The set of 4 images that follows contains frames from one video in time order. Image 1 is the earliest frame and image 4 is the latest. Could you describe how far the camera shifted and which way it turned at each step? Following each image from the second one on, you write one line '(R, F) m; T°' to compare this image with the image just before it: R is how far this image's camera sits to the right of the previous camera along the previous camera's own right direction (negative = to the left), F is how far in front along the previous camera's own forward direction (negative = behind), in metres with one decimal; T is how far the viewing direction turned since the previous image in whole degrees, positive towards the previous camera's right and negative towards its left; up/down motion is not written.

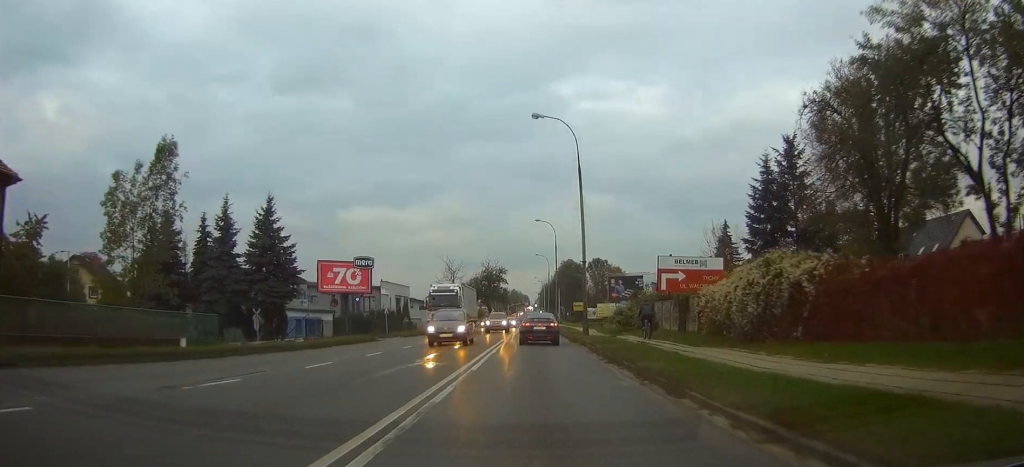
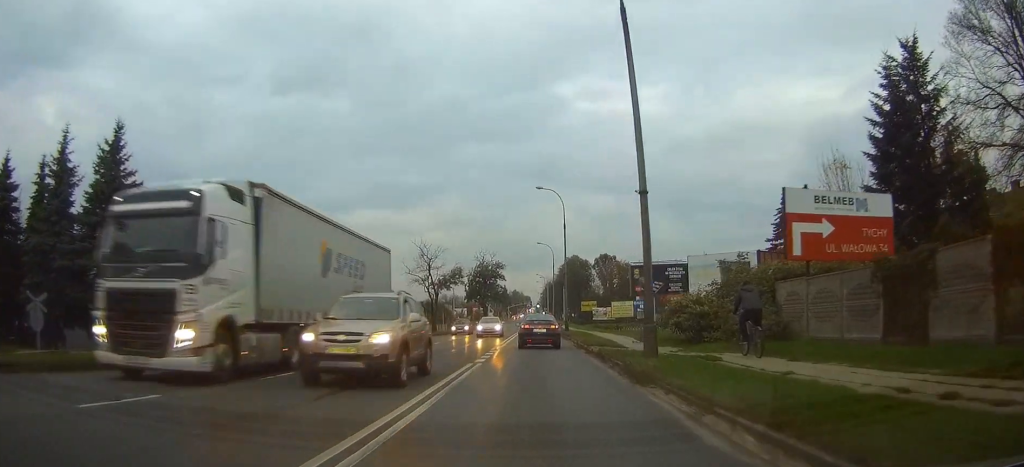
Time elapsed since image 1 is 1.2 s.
(+0.1, +20.9) m; 0°
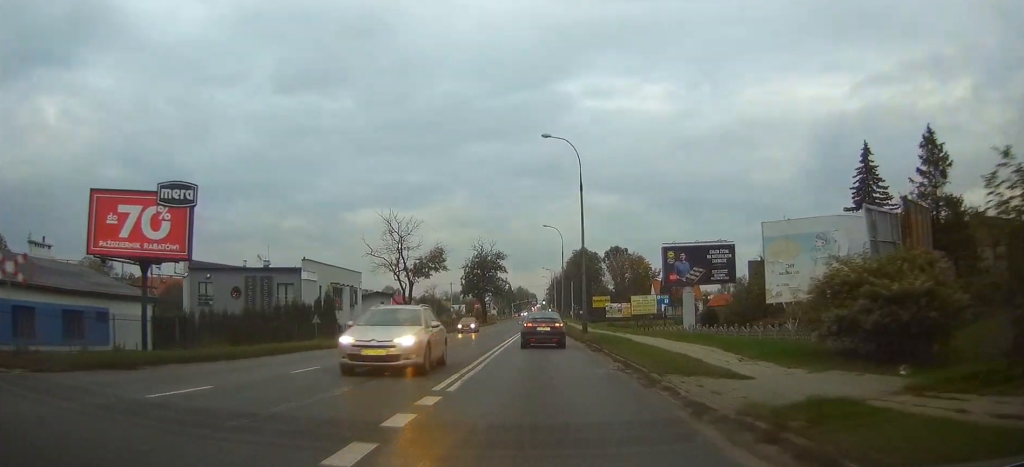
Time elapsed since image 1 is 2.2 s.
(-0.1, +16.6) m; -1°
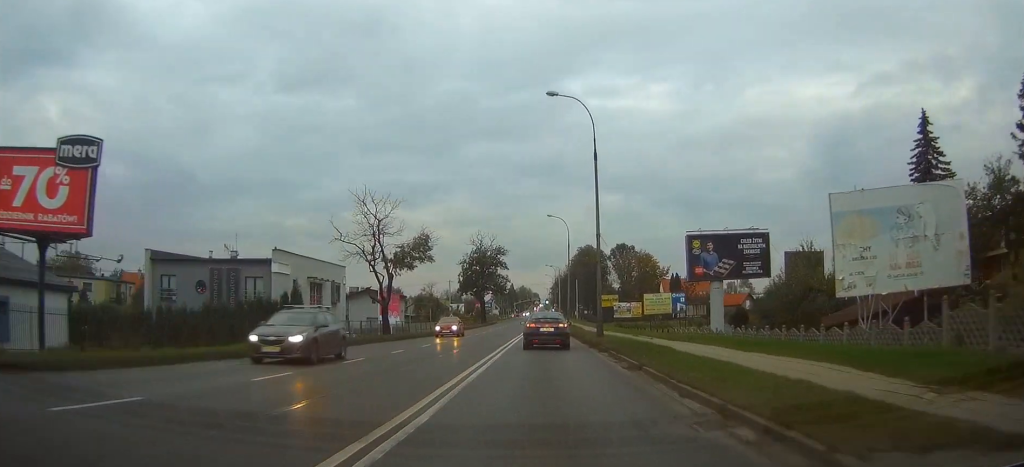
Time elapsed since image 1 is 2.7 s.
(0.0, +8.5) m; 0°
